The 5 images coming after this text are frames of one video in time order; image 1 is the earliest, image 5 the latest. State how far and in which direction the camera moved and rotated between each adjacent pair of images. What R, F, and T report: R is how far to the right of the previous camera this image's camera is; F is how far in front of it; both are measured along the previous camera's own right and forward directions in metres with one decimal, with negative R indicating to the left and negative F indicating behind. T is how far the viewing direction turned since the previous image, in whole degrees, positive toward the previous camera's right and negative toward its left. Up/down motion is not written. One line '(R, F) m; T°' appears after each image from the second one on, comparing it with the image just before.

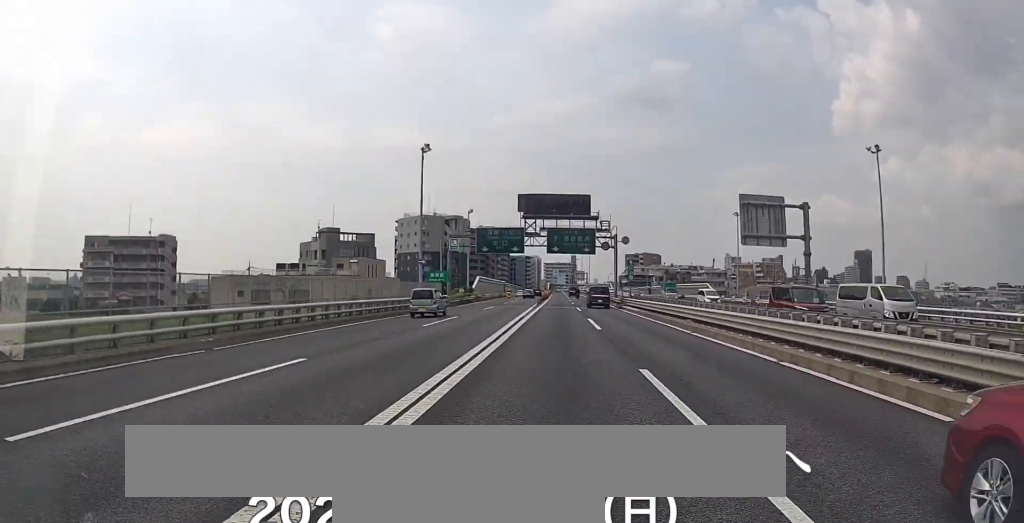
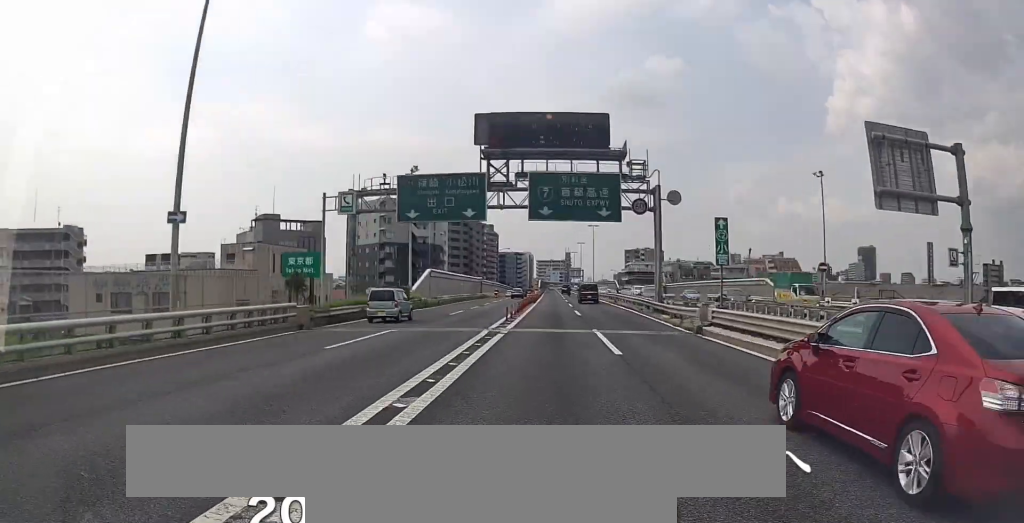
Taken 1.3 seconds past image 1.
(-0.6, +29.6) m; -1°
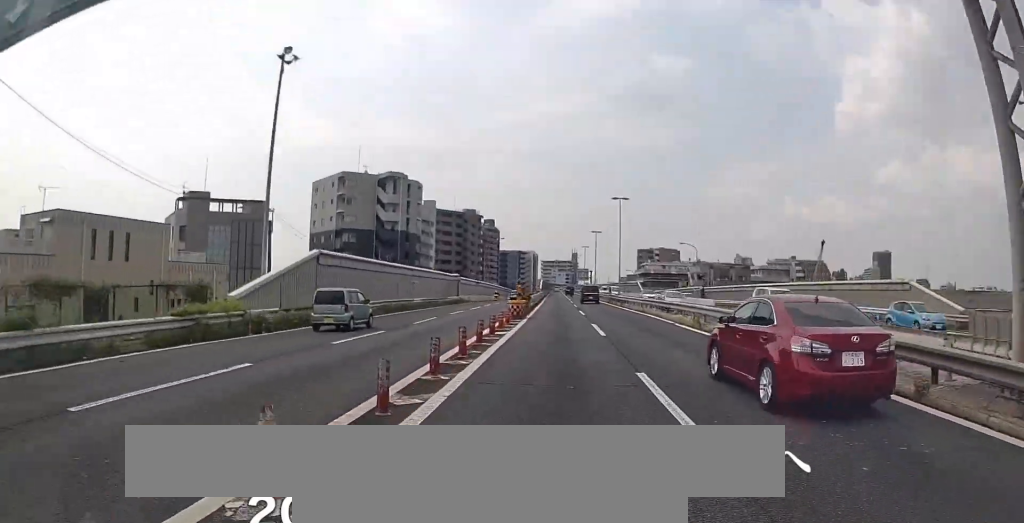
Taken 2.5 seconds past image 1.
(-0.2, +29.0) m; 0°
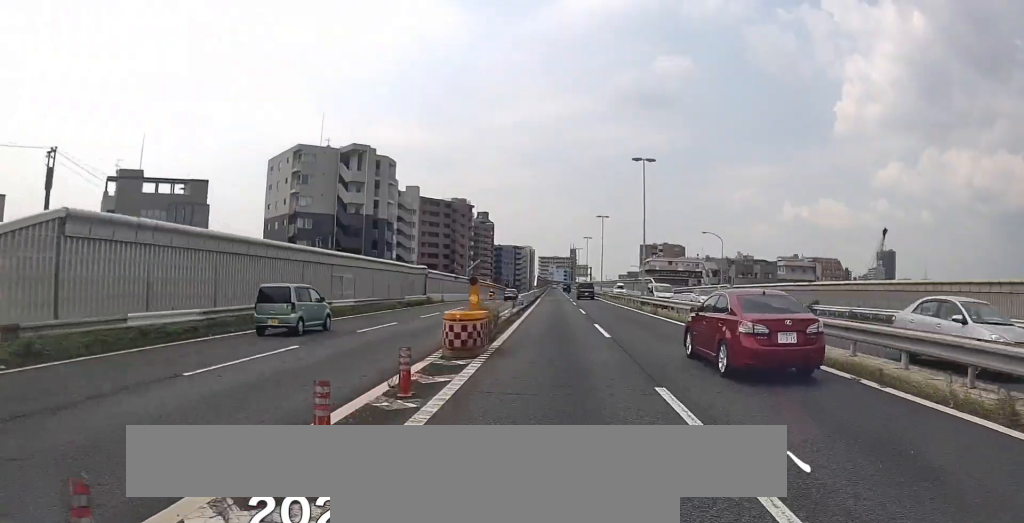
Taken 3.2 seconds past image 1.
(+0.1, +17.2) m; +1°
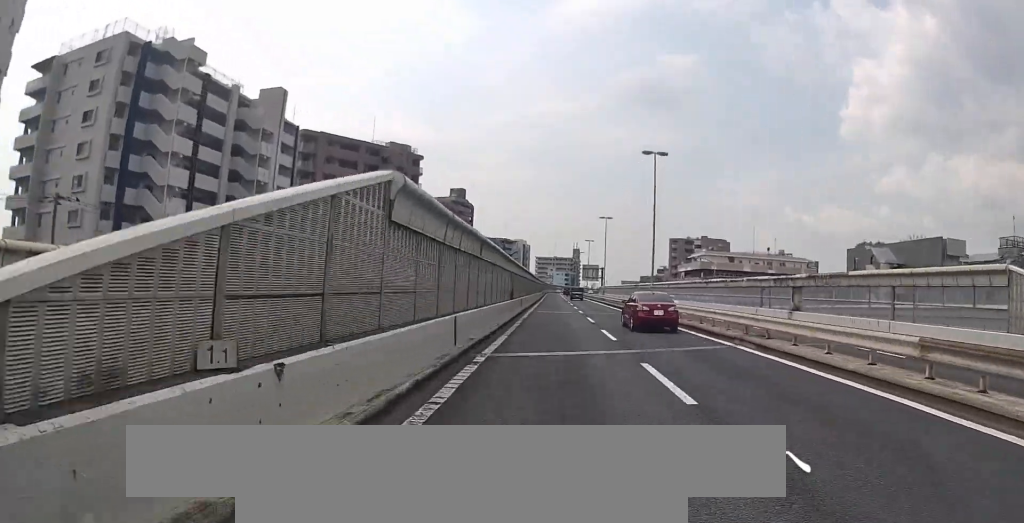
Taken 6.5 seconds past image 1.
(+1.7, +74.6) m; +1°
